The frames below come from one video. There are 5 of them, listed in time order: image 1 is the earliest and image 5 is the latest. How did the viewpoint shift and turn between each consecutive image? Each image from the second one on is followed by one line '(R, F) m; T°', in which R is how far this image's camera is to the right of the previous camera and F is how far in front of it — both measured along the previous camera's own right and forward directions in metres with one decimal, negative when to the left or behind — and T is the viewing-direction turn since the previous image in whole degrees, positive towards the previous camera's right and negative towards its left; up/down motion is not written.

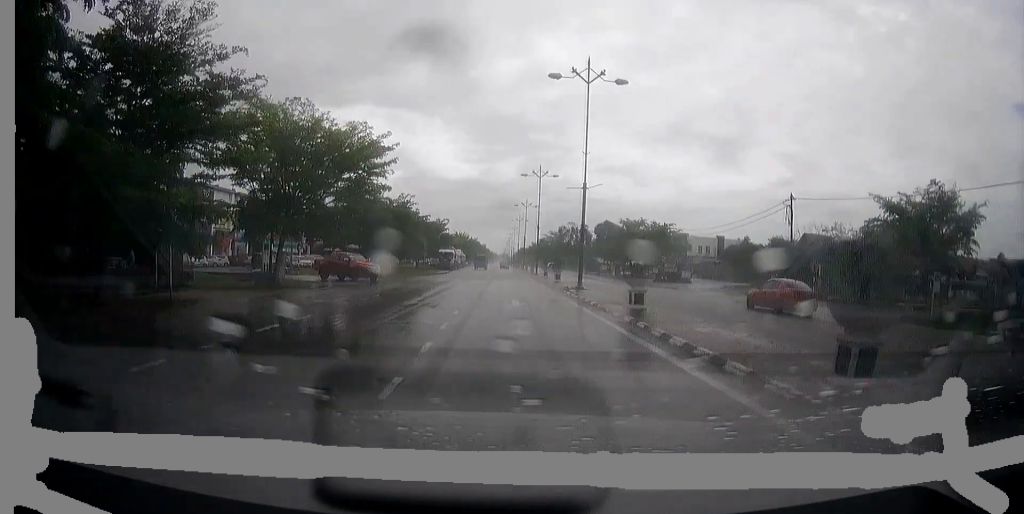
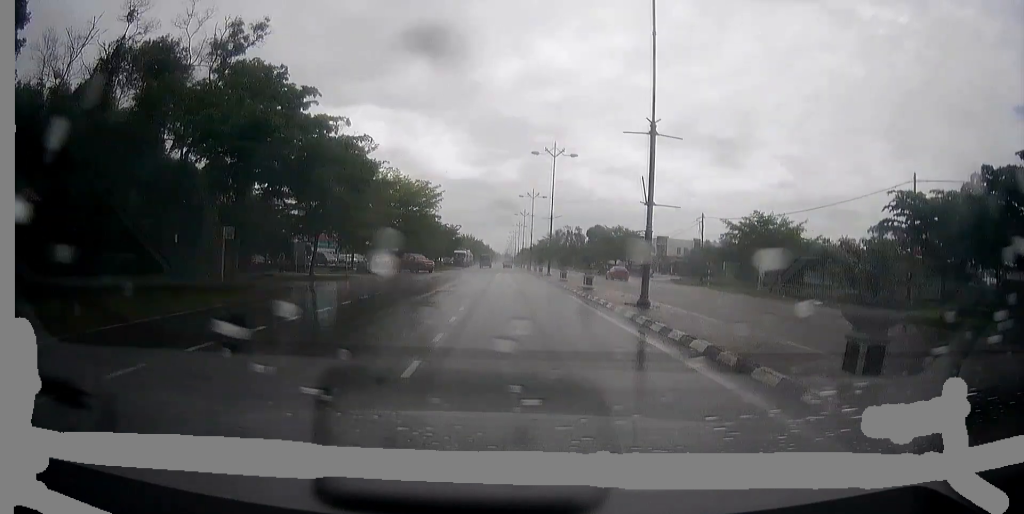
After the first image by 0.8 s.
(-0.1, +20.5) m; 0°
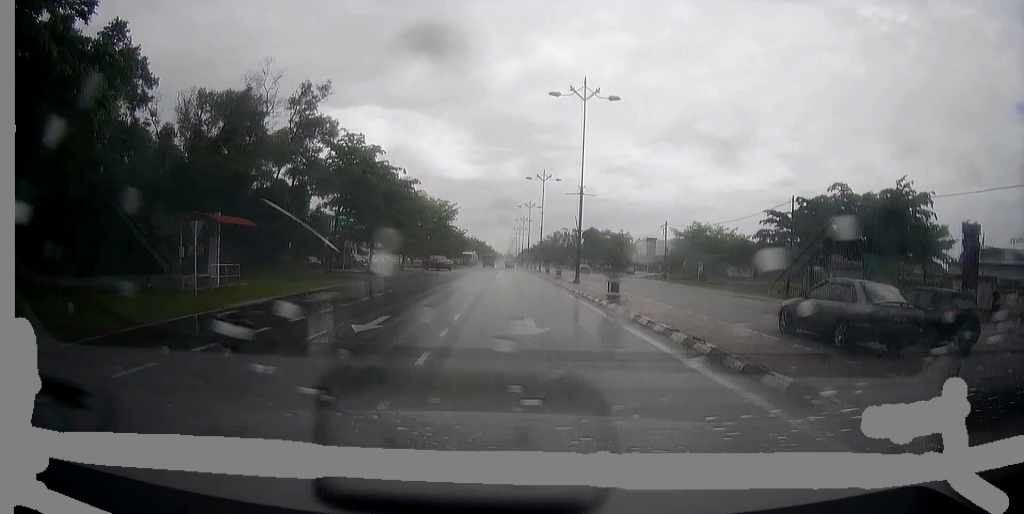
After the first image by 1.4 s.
(0.0, +14.7) m; 0°
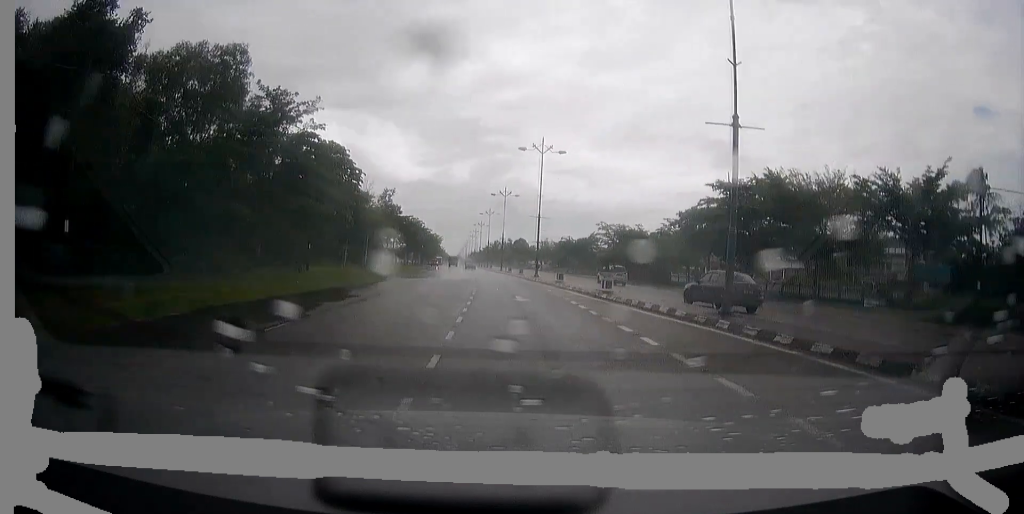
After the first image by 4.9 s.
(-1.7, +83.4) m; -4°
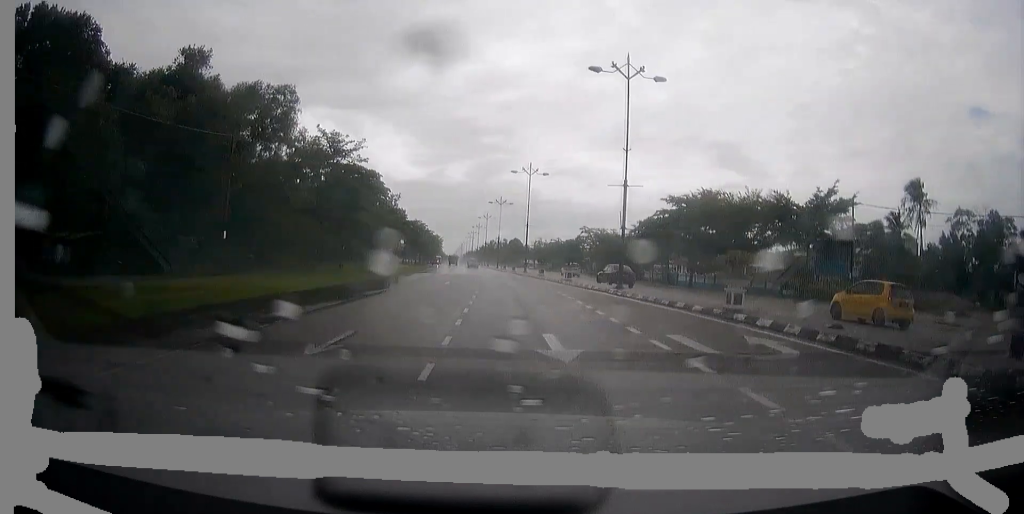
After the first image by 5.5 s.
(-0.1, +14.1) m; -1°
